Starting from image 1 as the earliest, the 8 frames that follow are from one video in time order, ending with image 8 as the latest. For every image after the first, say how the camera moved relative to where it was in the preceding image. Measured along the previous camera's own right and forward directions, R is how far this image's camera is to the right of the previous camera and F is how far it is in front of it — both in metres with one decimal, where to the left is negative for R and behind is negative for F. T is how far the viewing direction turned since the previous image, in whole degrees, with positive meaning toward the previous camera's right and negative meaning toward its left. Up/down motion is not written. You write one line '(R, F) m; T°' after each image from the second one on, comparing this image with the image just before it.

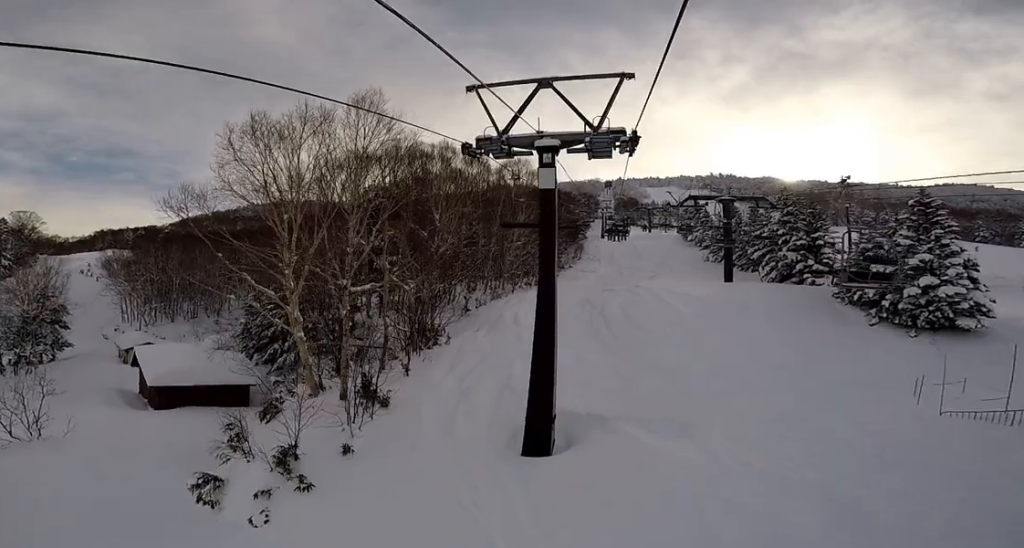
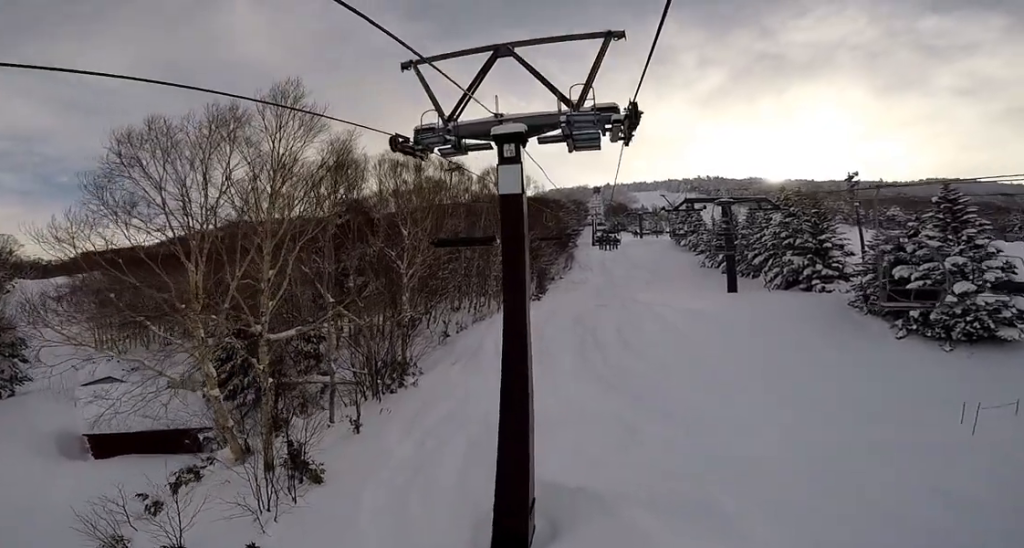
(+0.7, +4.0) m; 0°
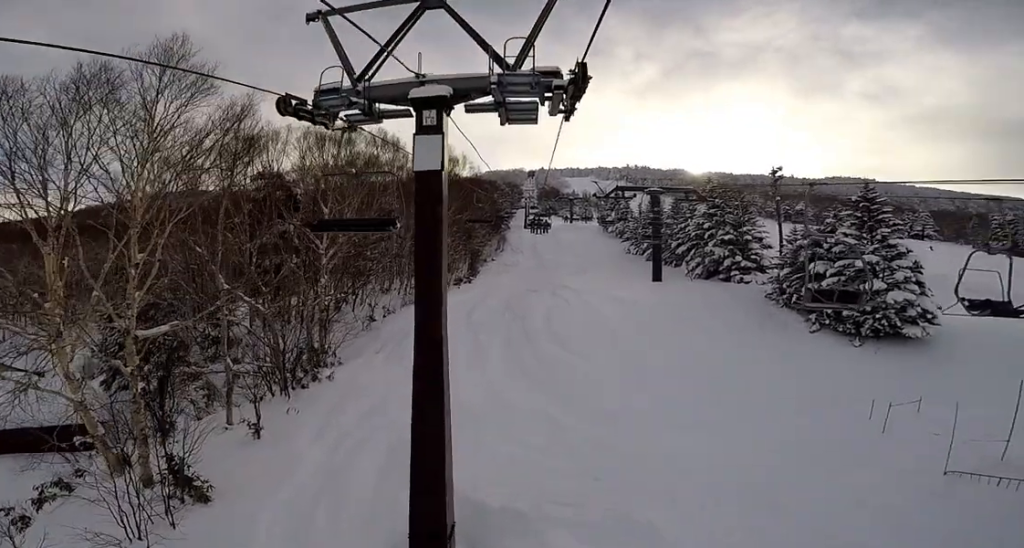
(-0.6, +1.6) m; 0°
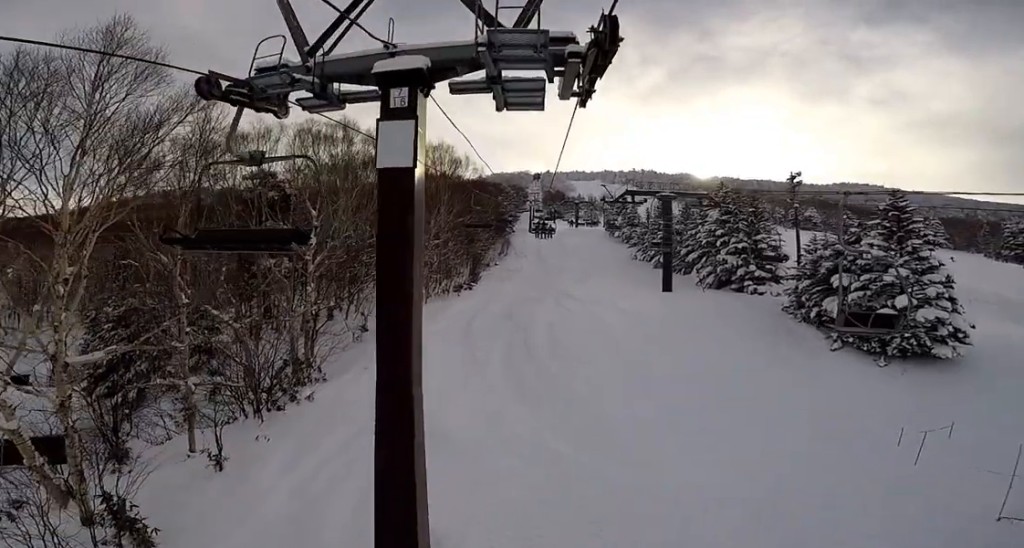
(-0.2, +1.8) m; 0°
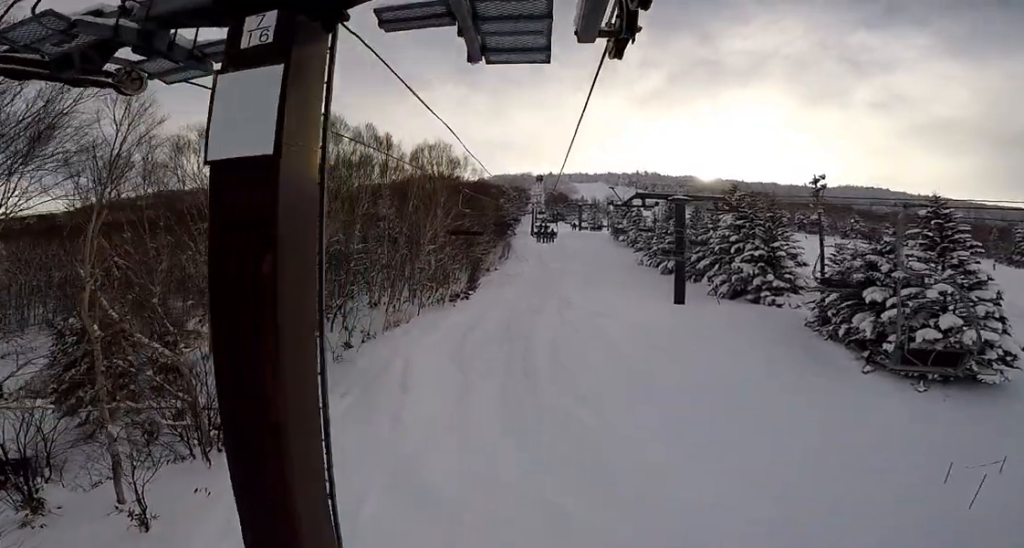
(+0.7, +2.8) m; 0°
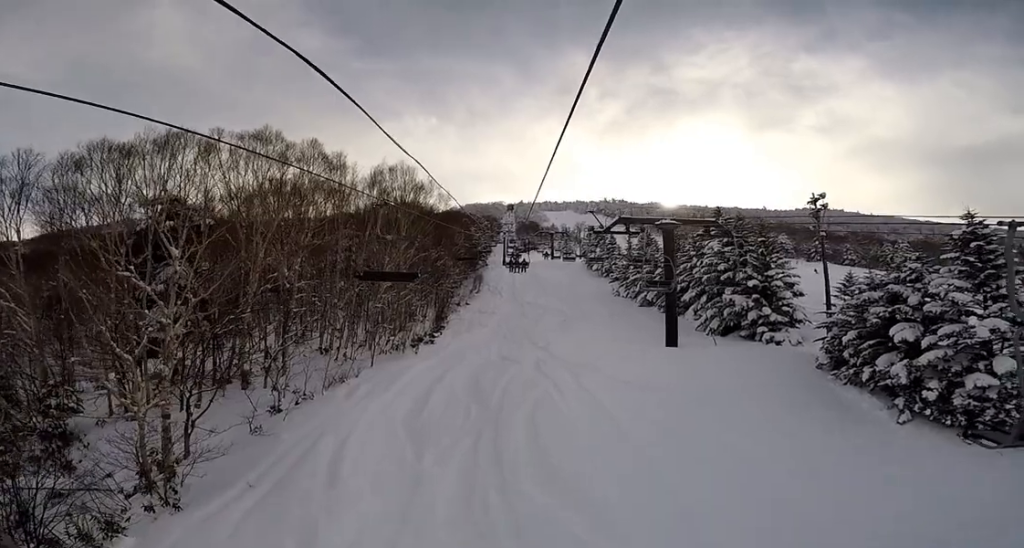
(-0.1, +4.9) m; 0°
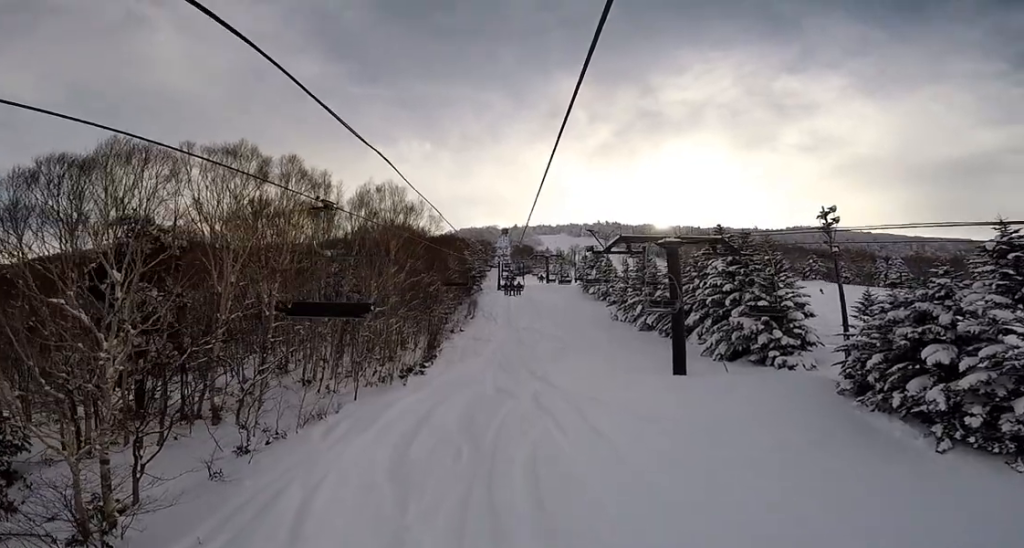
(-0.3, +2.0) m; 0°
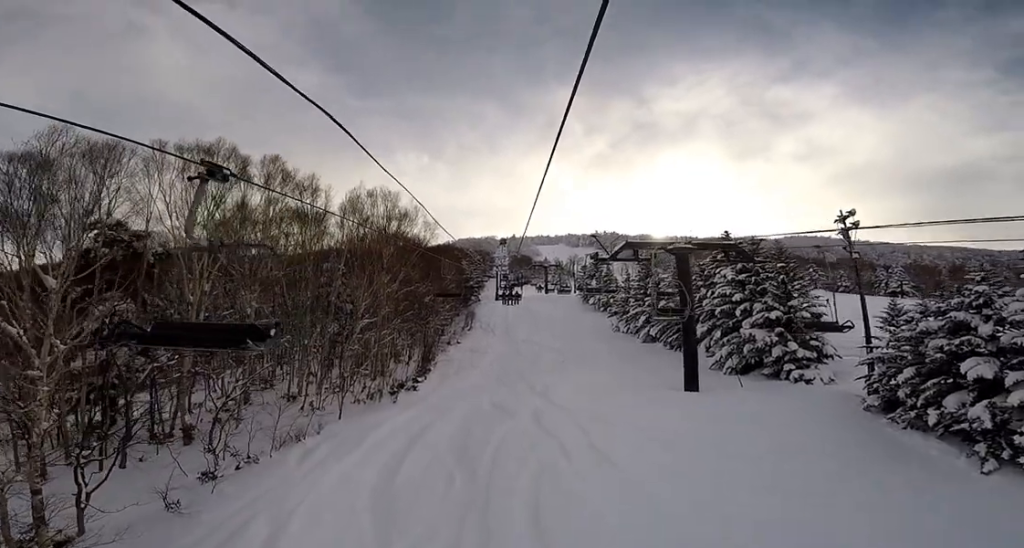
(-0.4, +1.8) m; 0°
